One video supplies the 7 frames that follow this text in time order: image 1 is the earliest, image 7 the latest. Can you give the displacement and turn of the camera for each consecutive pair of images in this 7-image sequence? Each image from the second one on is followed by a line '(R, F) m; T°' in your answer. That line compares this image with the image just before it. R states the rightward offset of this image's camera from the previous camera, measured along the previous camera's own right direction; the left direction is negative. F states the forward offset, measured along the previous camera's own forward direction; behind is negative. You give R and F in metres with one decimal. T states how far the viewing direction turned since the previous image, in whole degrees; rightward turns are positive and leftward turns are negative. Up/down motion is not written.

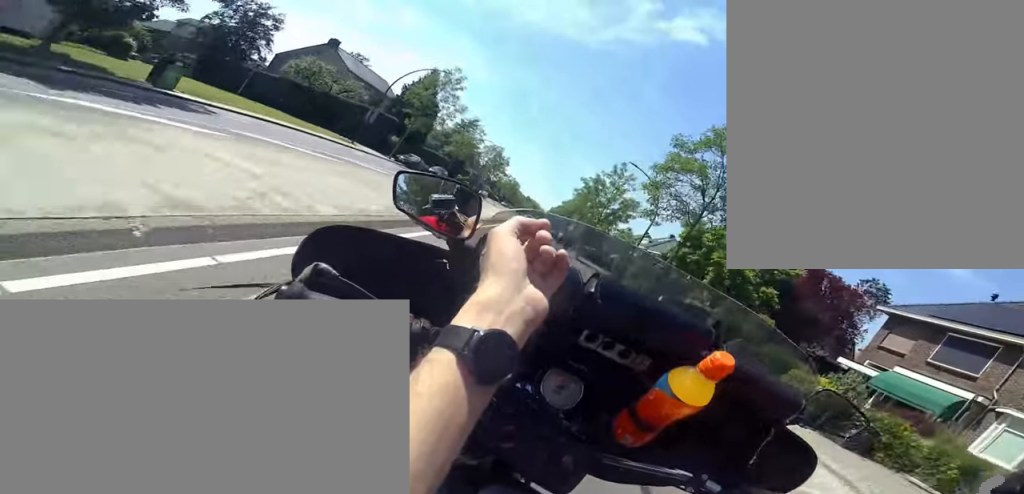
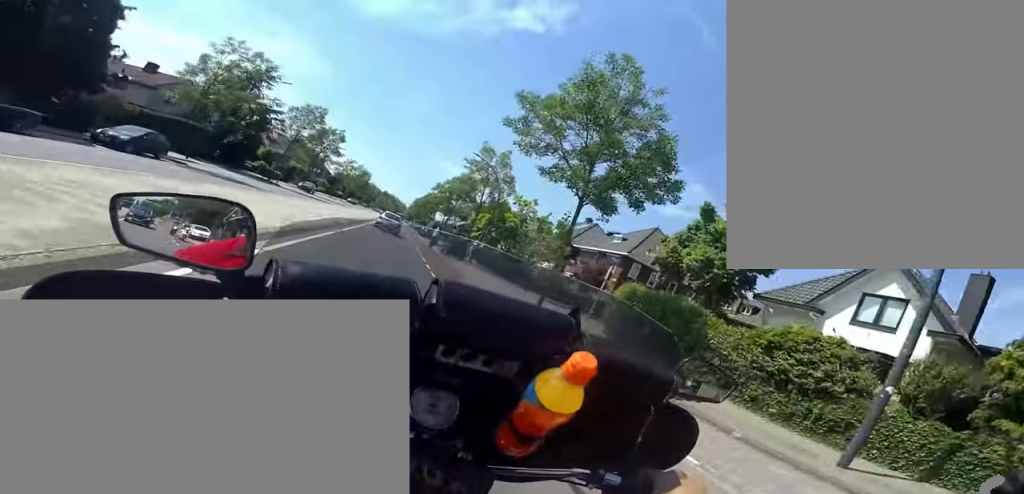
(0.0, +23.0) m; -1°
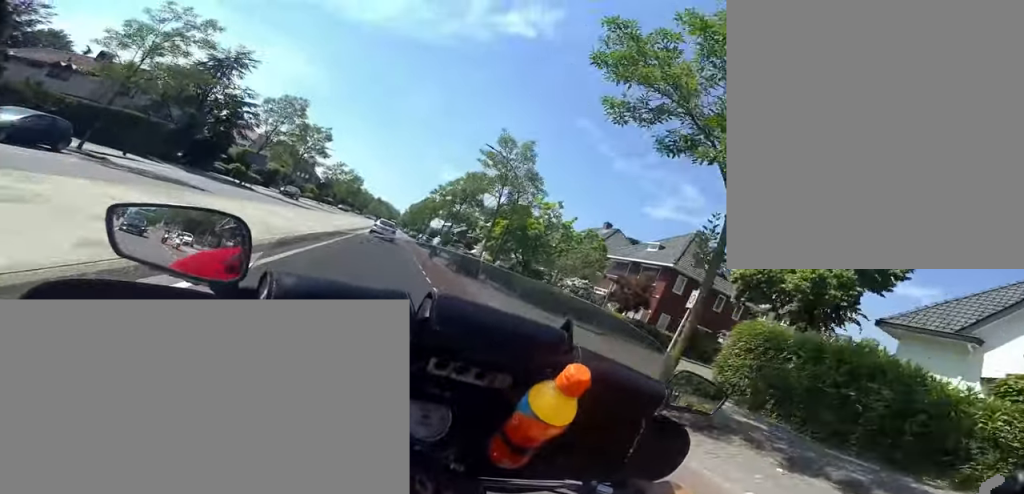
(-0.7, +5.9) m; 0°
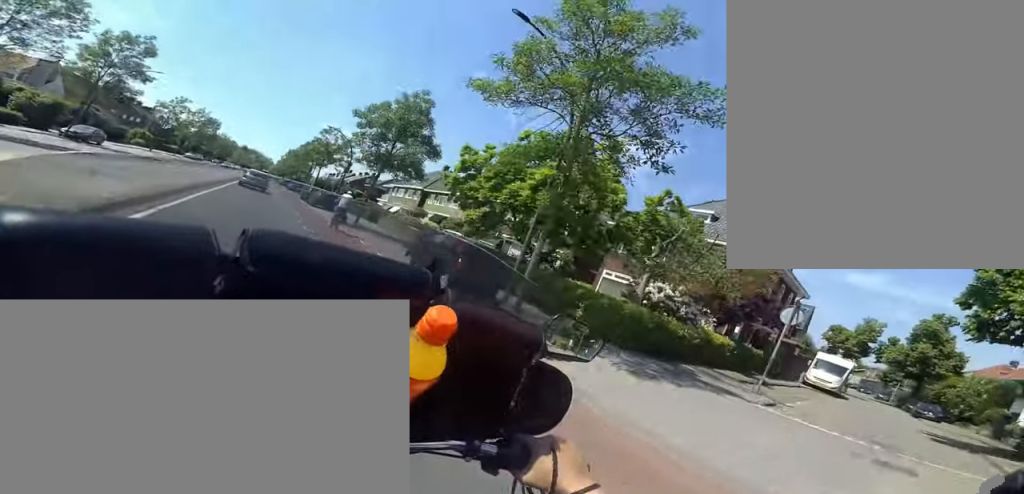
(+0.9, +14.1) m; 0°
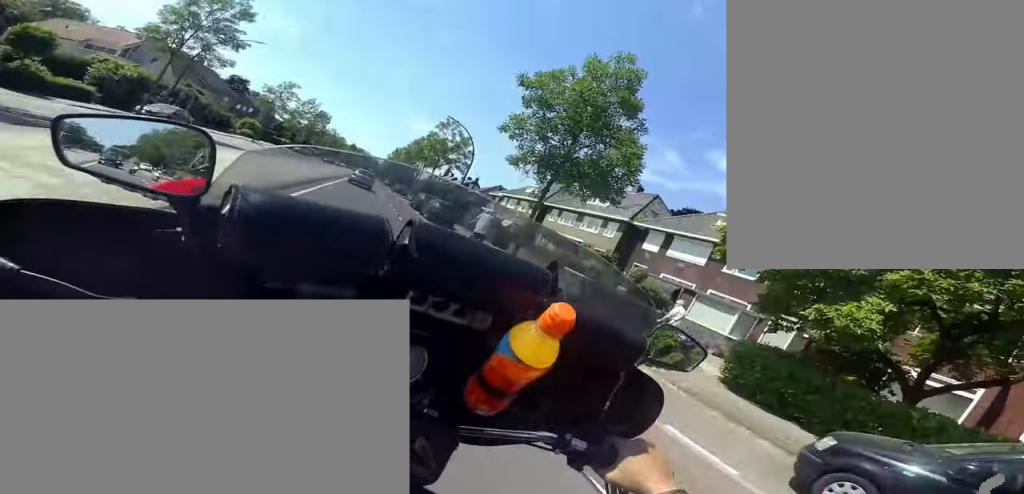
(-0.6, +9.9) m; 0°
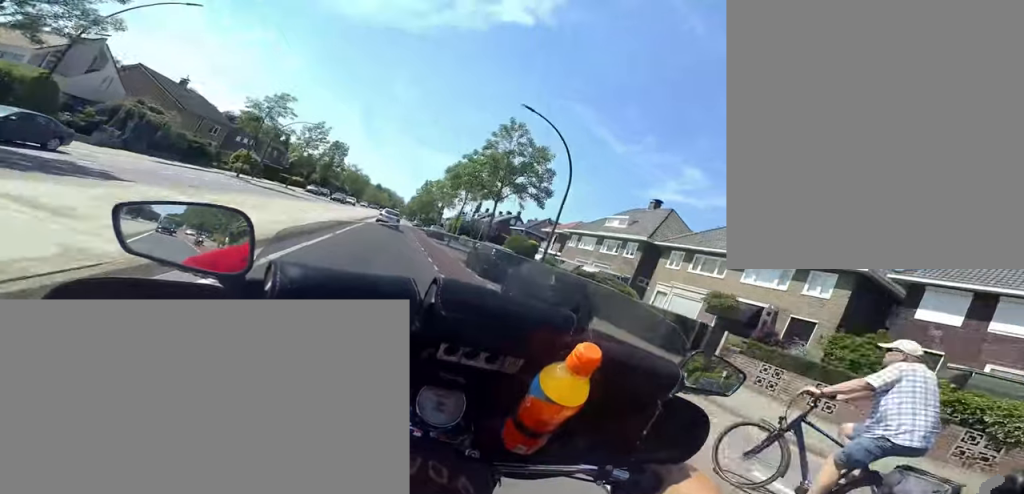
(+0.2, +13.6) m; 0°
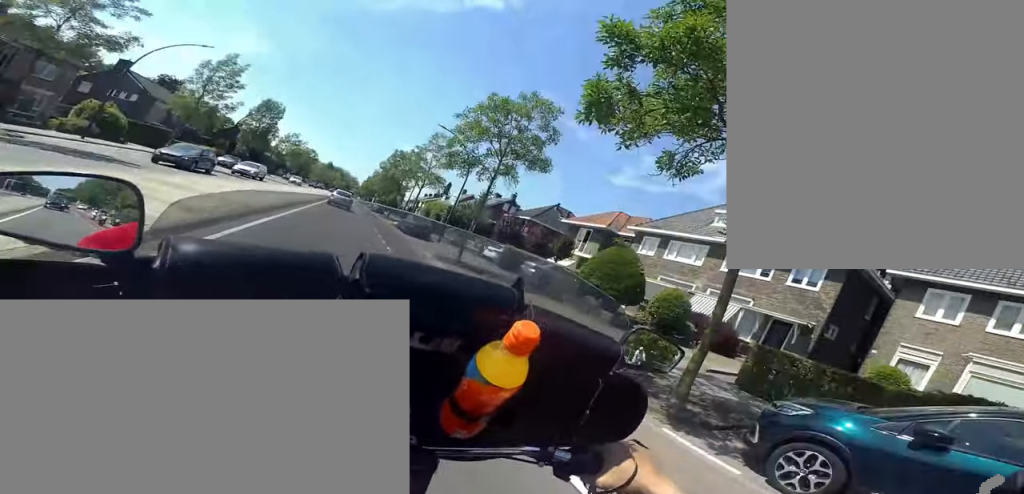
(-0.6, +16.3) m; -5°
